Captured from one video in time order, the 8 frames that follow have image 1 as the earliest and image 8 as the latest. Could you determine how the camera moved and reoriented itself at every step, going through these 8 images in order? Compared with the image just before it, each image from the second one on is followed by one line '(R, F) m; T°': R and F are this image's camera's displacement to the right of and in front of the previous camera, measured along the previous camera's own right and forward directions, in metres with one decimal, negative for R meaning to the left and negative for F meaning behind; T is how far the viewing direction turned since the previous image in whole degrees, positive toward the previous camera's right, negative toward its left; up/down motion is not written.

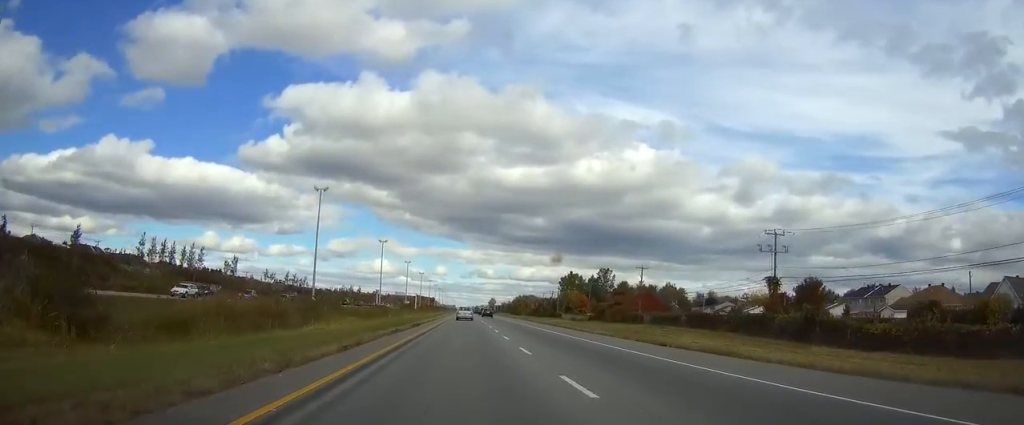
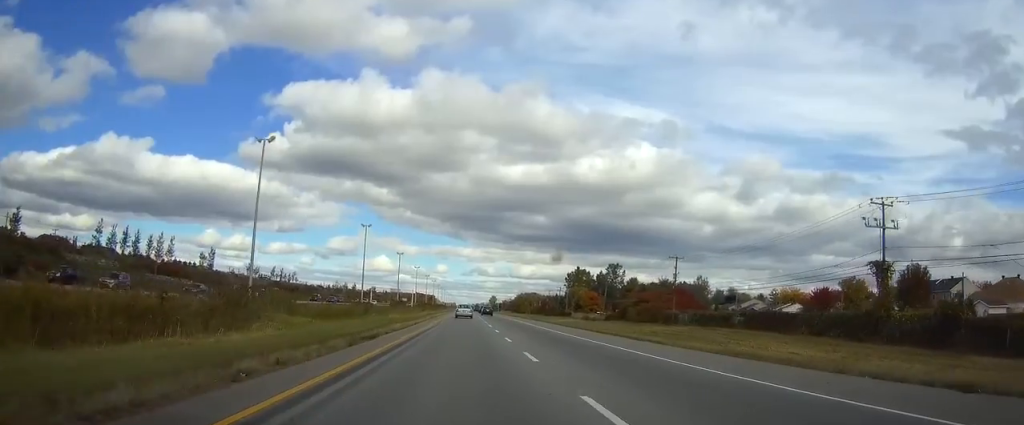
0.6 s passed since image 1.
(0.0, +20.8) m; 0°
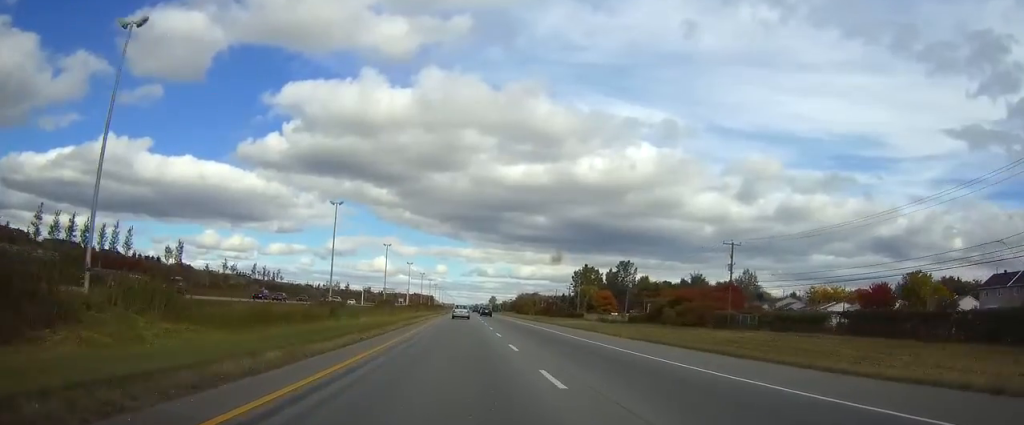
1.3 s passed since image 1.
(0.0, +23.1) m; 0°
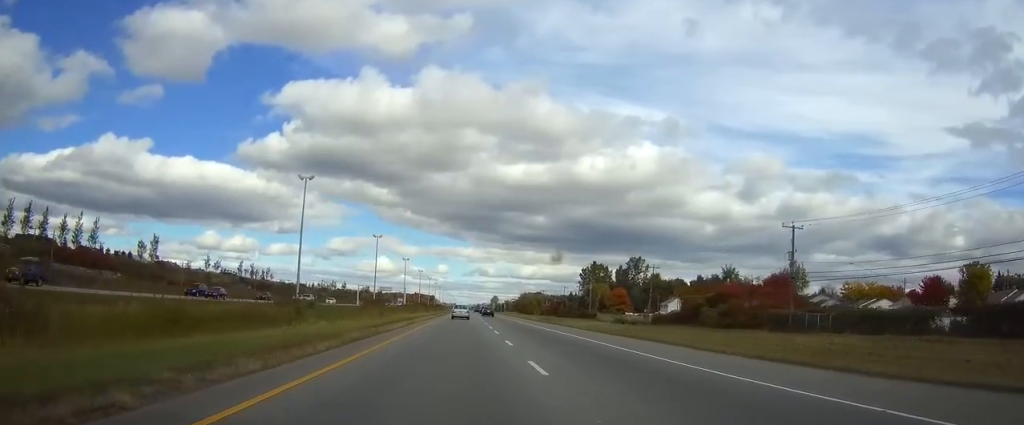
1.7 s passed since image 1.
(0.0, +16.2) m; 0°
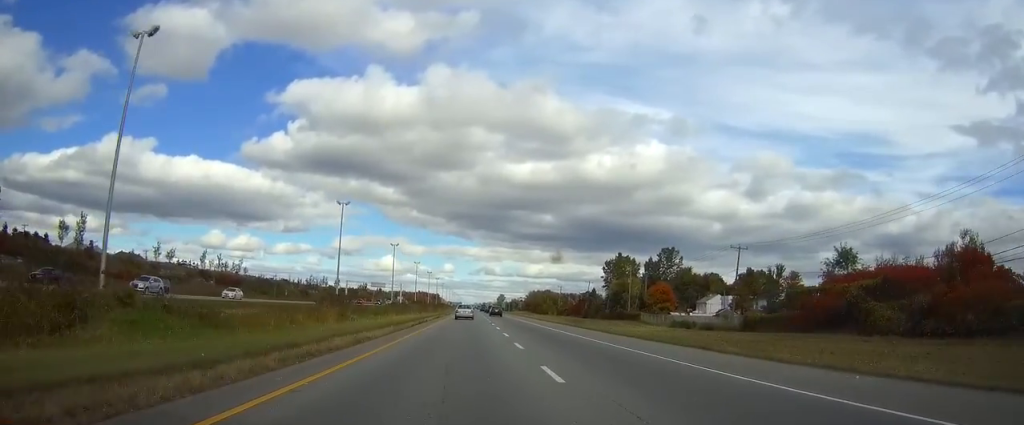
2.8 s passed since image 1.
(-0.1, +37.0) m; 0°
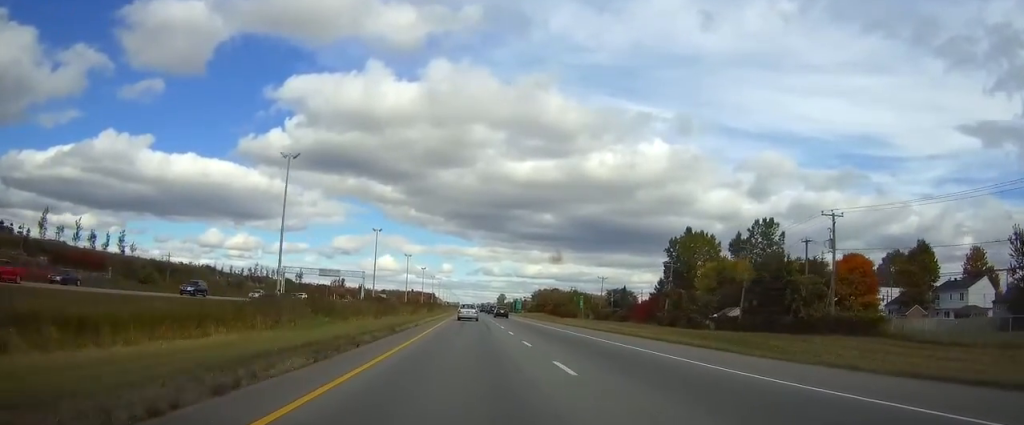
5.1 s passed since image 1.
(-0.2, +79.6) m; 0°
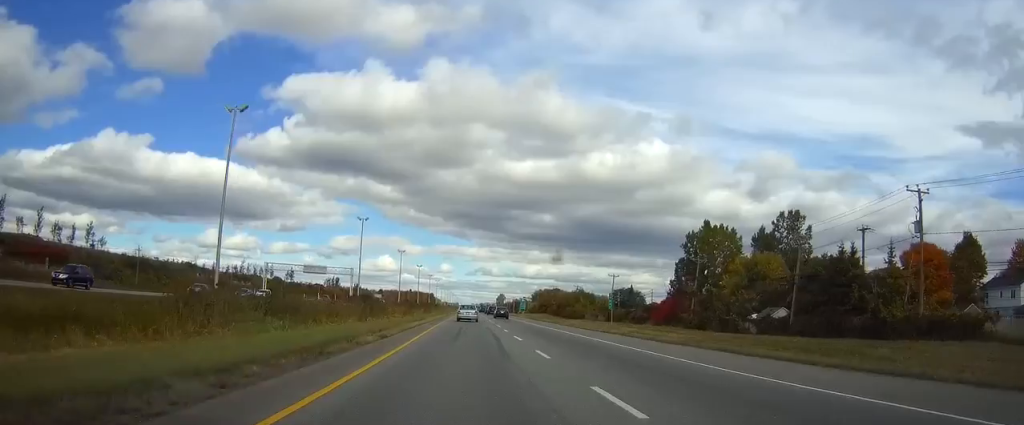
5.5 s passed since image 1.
(0.0, +13.8) m; 0°
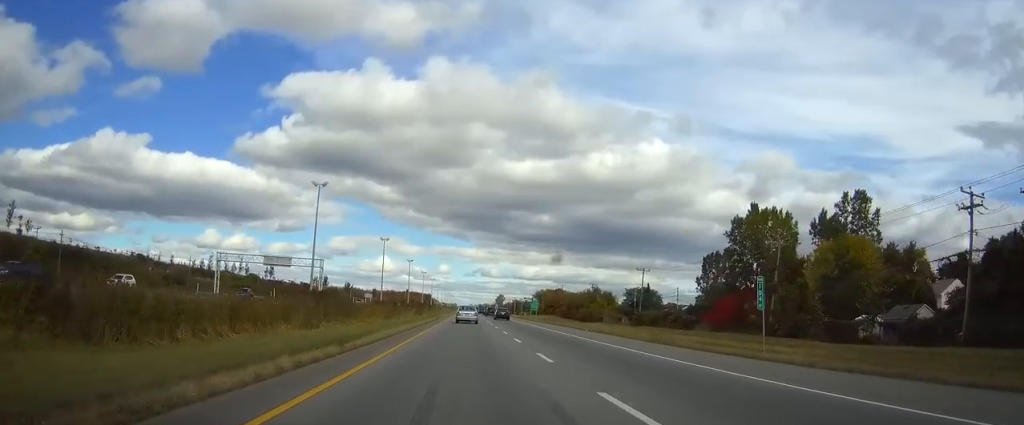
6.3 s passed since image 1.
(0.0, +27.6) m; 0°
